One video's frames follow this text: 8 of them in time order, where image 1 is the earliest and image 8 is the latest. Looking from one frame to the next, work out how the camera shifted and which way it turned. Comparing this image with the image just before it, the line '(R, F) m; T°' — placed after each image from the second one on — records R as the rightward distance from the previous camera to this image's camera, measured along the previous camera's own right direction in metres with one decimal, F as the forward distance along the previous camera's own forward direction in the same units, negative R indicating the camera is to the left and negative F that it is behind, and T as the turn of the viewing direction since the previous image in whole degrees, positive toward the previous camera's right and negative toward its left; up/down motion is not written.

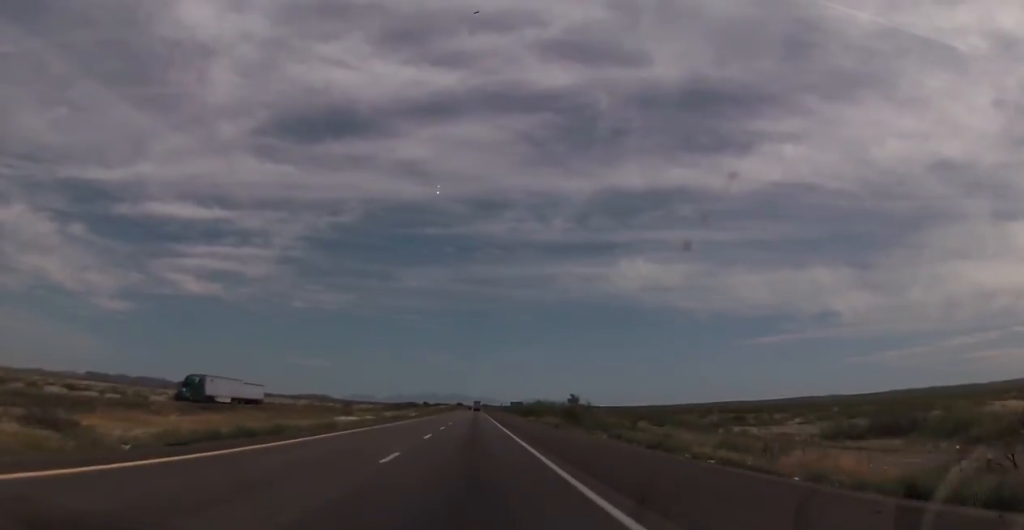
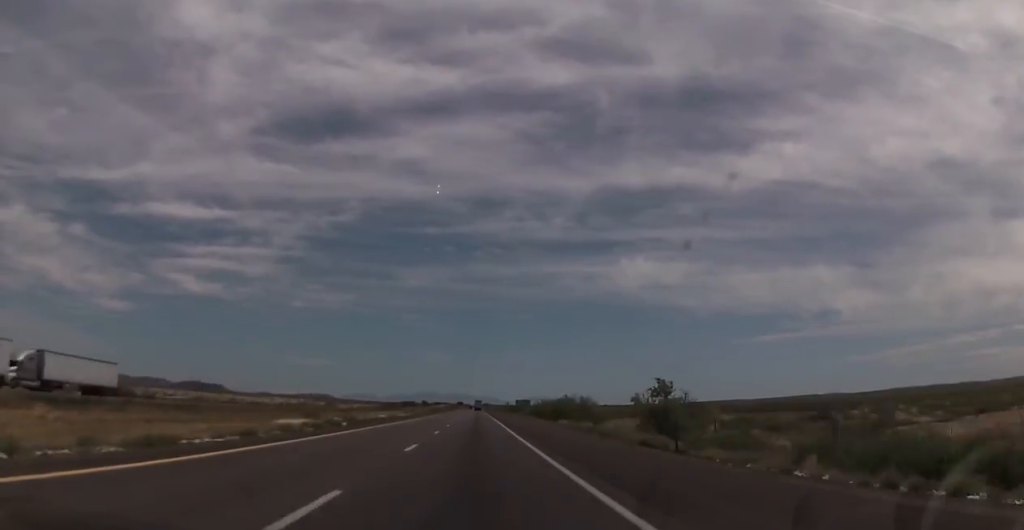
(+0.2, +32.8) m; 0°
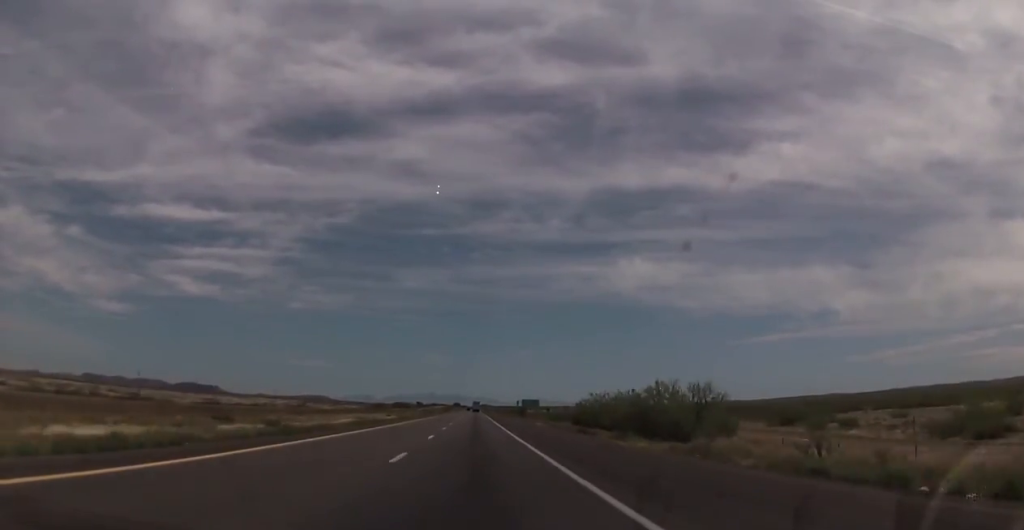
(-0.2, +40.2) m; 0°
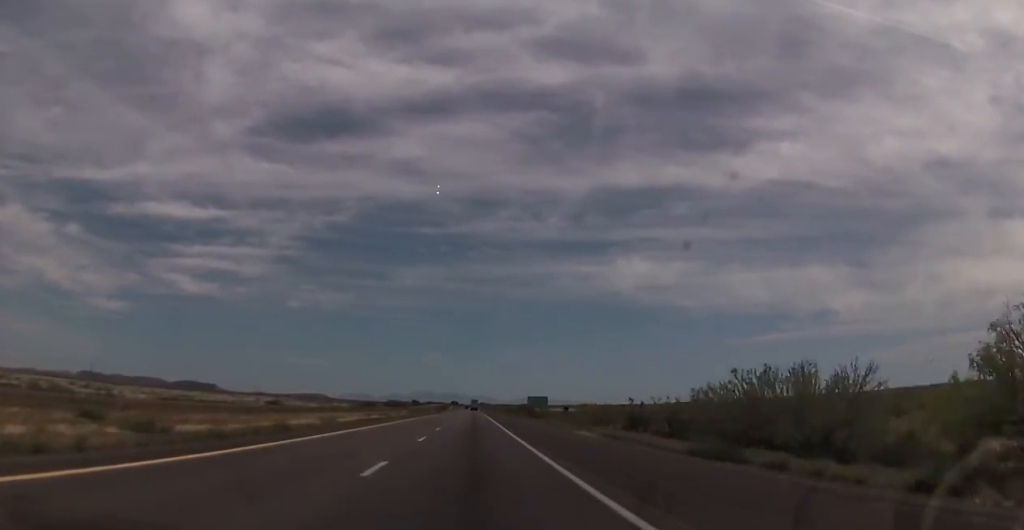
(-0.1, +28.0) m; 0°
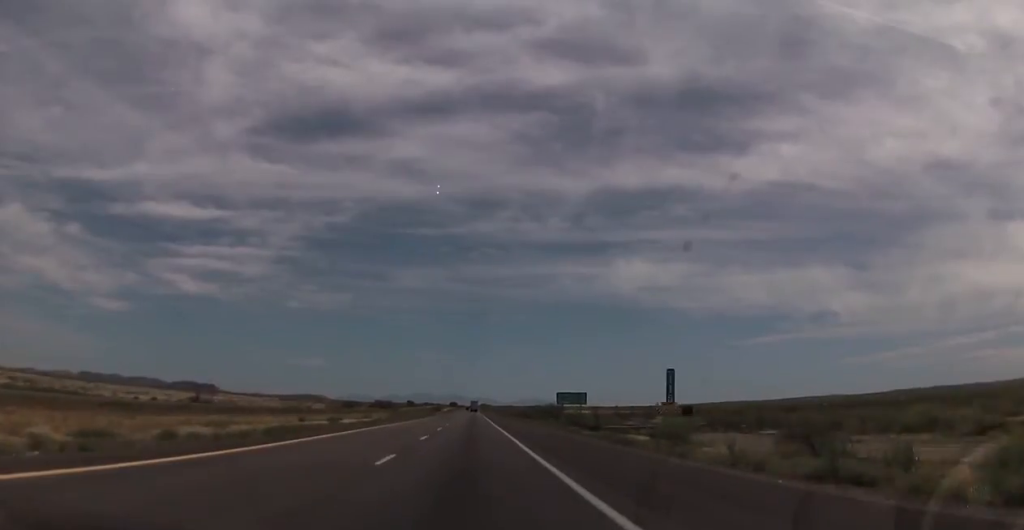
(-0.3, +58.5) m; 0°
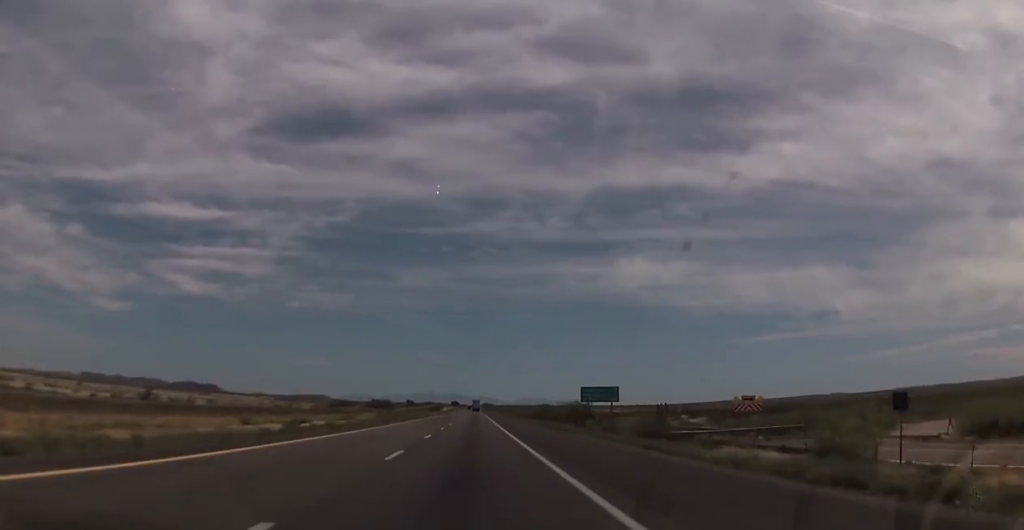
(+0.2, +23.1) m; 0°
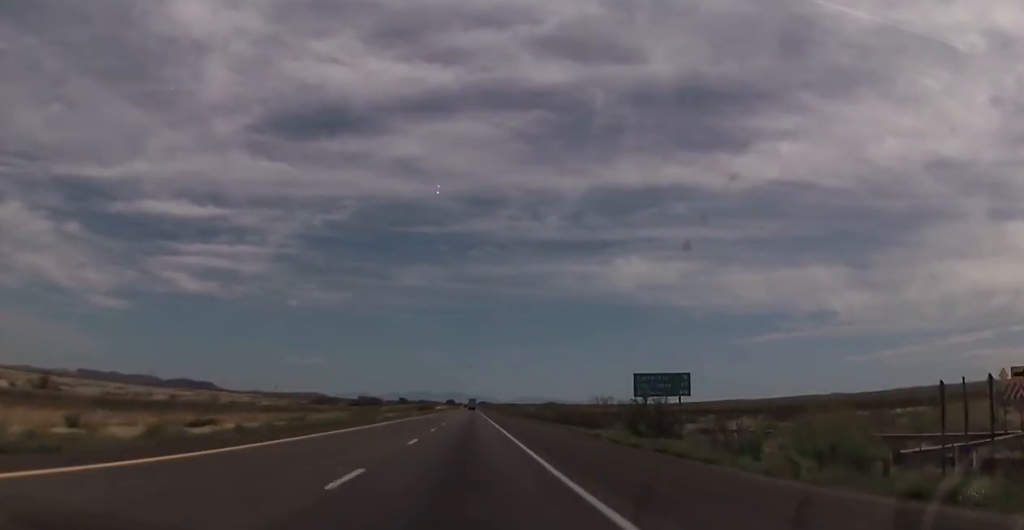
(+0.1, +30.5) m; 0°
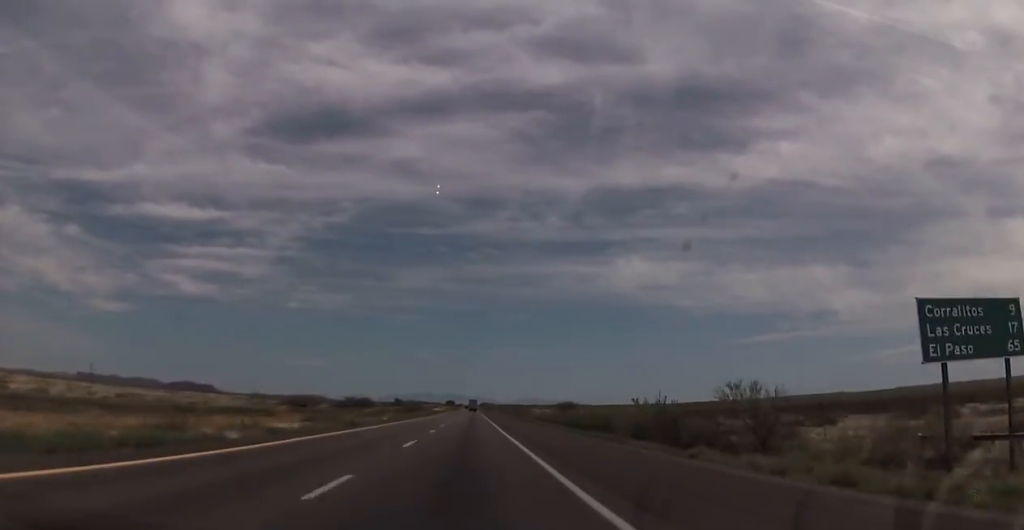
(-0.1, +37.8) m; 0°
